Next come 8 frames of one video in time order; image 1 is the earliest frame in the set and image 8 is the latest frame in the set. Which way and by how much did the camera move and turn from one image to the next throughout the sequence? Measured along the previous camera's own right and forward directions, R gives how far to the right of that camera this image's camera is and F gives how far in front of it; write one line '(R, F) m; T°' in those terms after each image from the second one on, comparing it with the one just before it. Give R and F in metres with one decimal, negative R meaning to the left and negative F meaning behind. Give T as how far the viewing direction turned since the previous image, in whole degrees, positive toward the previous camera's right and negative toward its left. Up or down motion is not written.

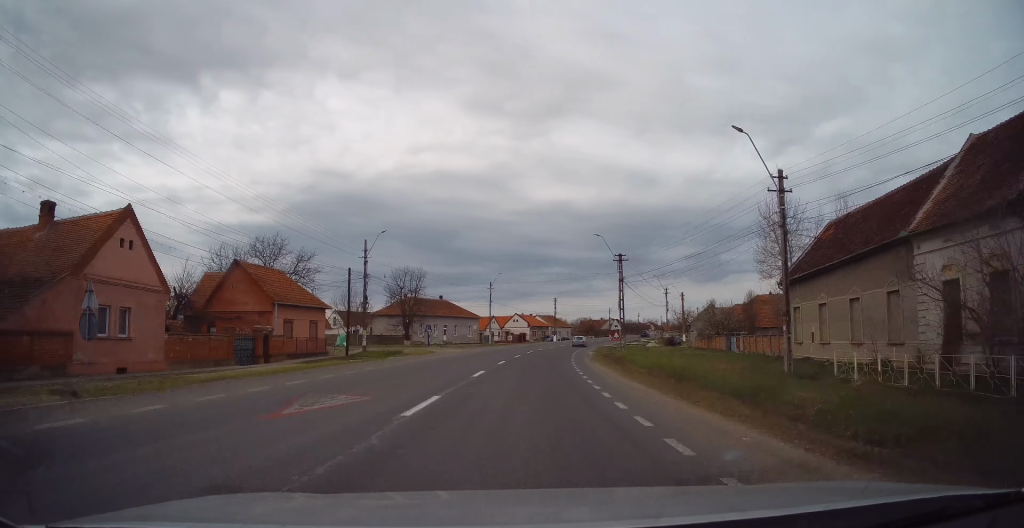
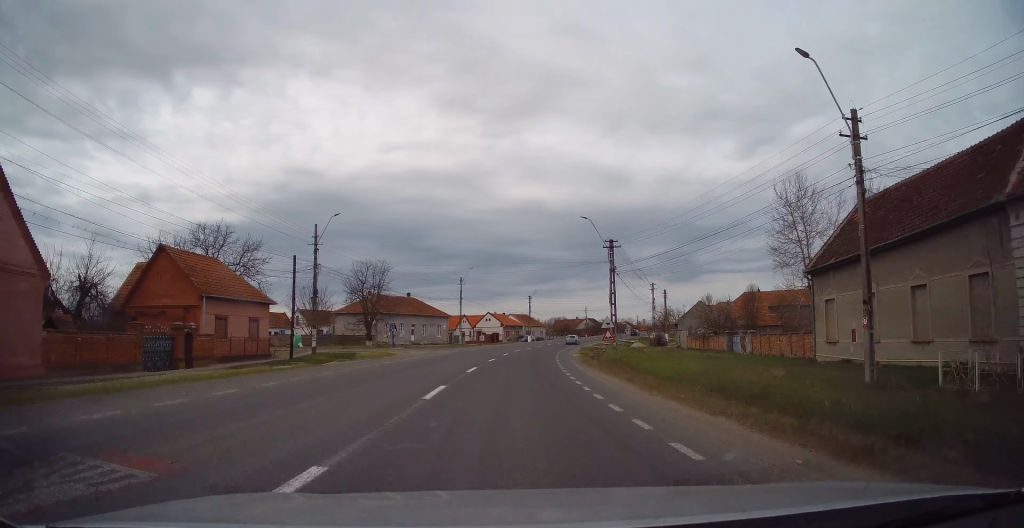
(0.0, +6.1) m; +3°
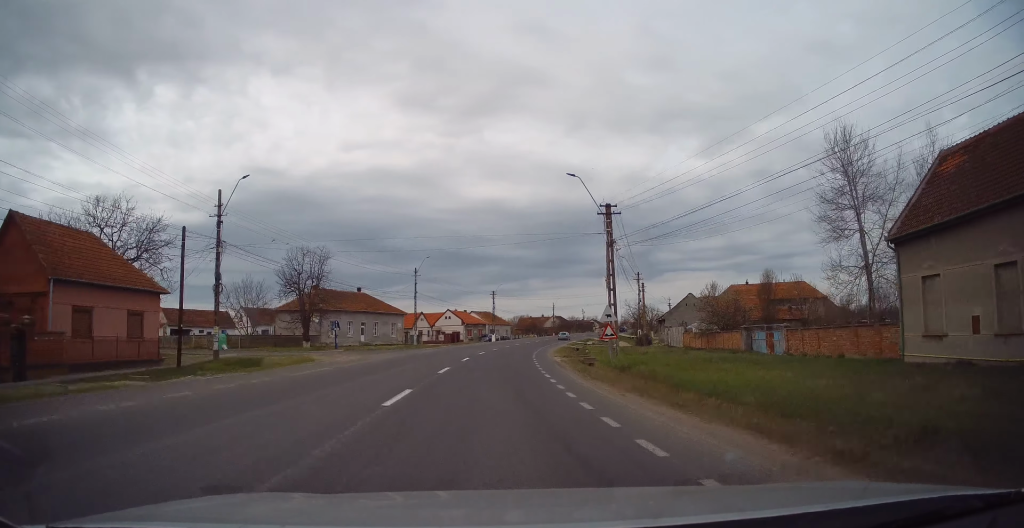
(+0.6, +9.9) m; +4°
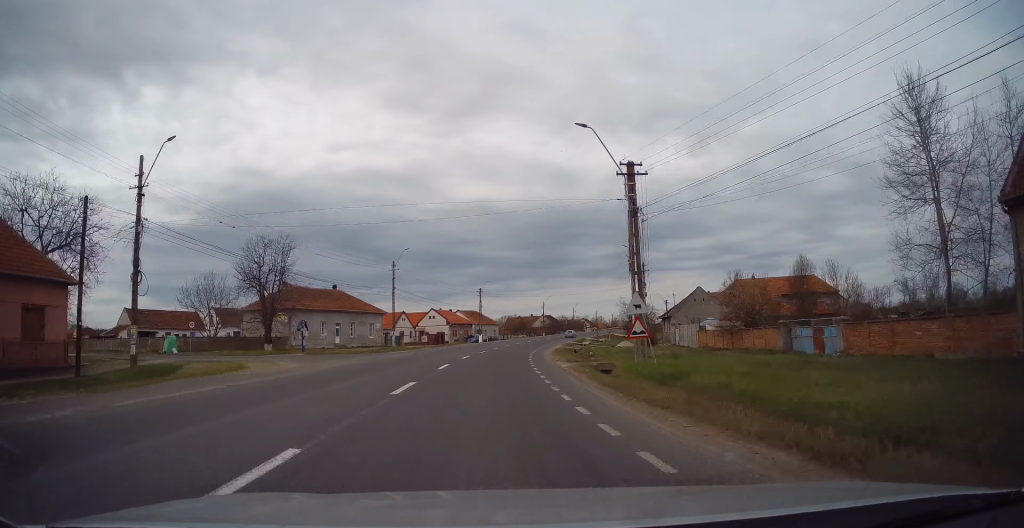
(-0.1, +7.0) m; -1°
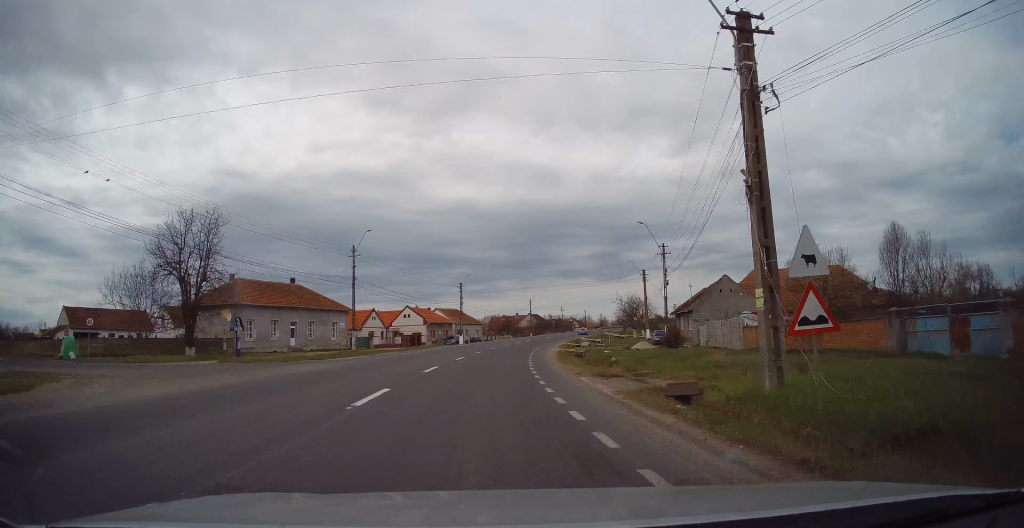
(0.0, +10.7) m; +2°
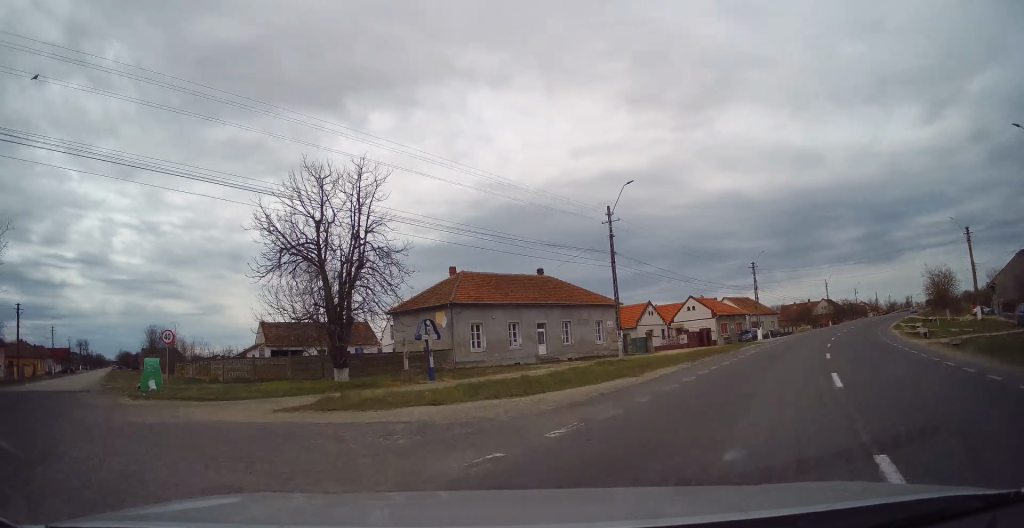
(-1.3, +15.5) m; -23°
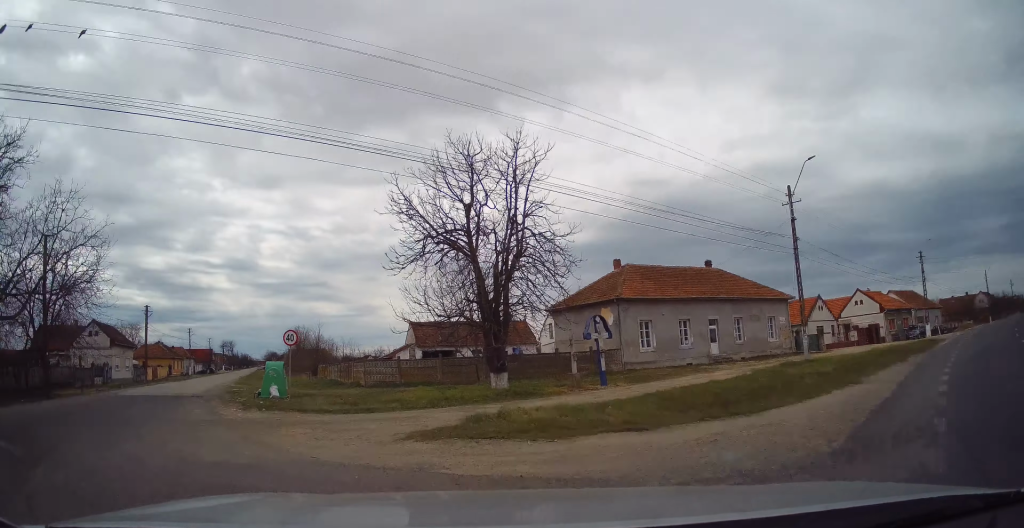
(-0.6, +3.7) m; -16°
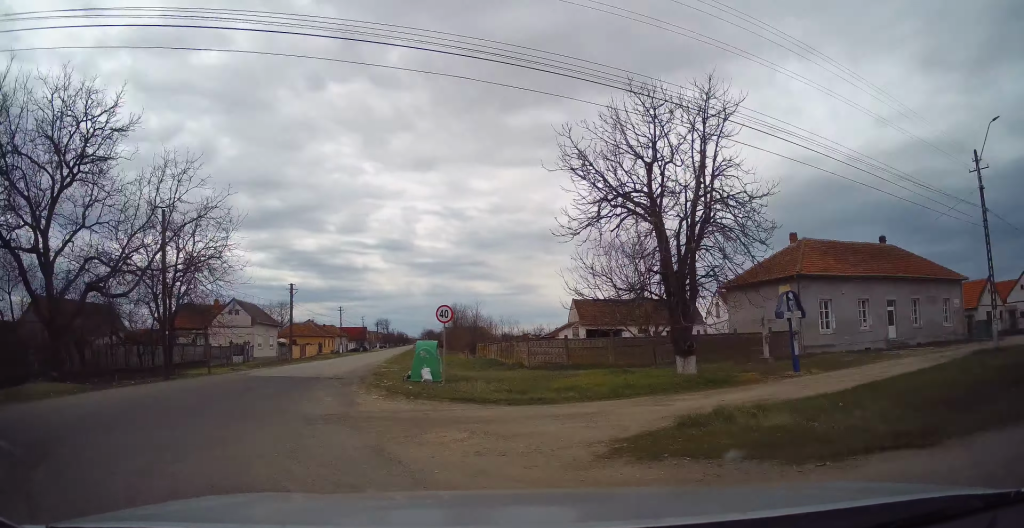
(-0.2, +3.2) m; -15°
